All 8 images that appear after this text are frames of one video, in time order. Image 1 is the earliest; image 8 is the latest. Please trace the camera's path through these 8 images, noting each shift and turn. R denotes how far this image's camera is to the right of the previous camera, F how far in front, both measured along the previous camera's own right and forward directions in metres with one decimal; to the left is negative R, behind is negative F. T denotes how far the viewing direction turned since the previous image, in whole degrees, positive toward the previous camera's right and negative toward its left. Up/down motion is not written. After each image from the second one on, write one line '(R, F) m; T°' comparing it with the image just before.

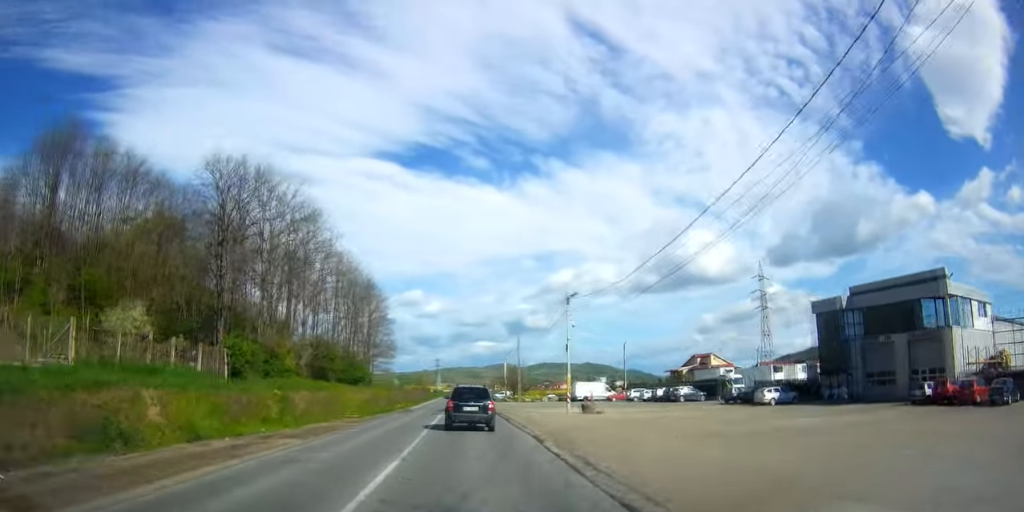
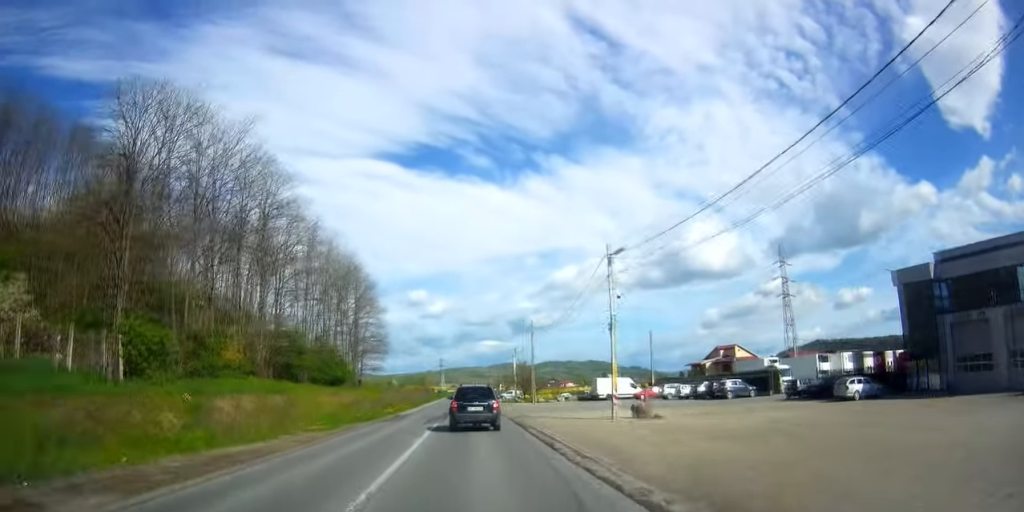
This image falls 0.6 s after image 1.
(-0.3, +11.8) m; -1°
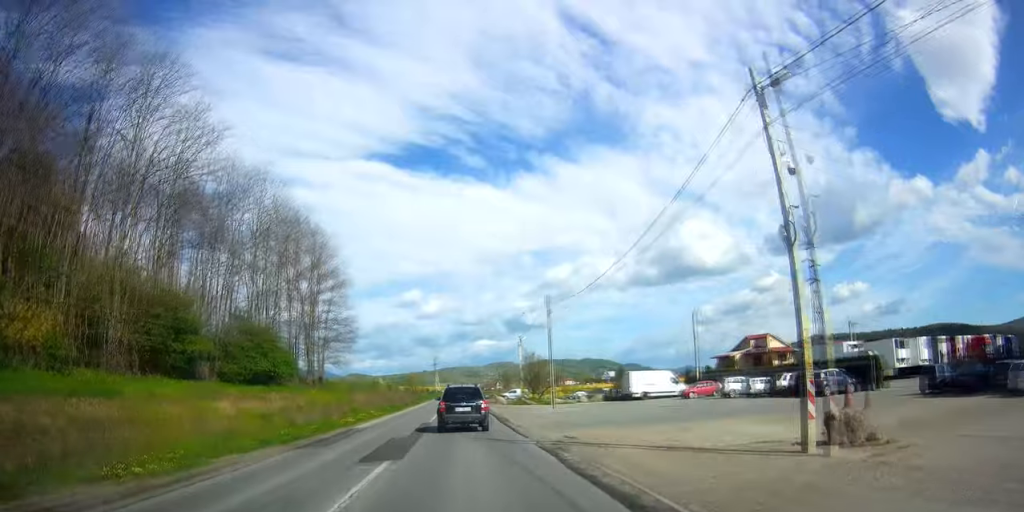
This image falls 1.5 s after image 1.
(0.0, +17.9) m; 0°
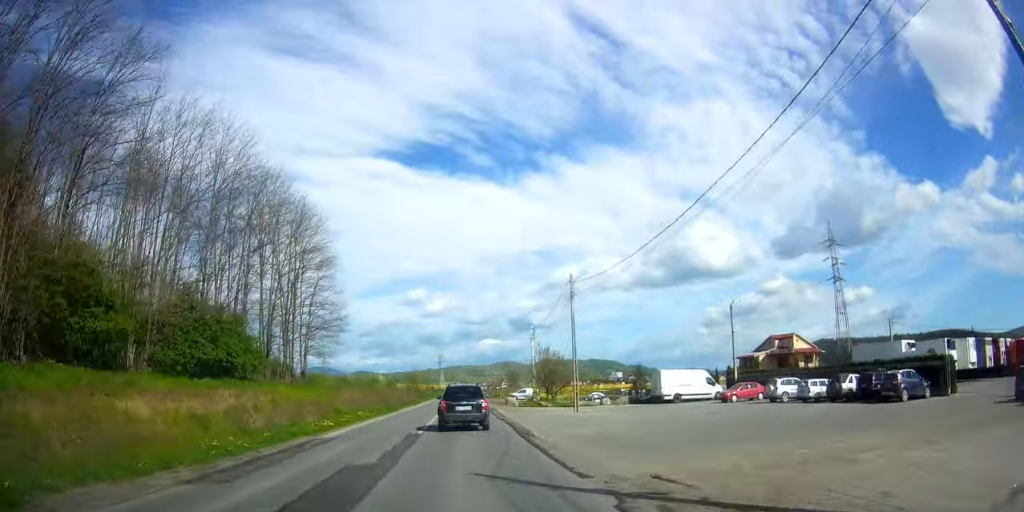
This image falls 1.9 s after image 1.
(0.0, +8.2) m; -1°
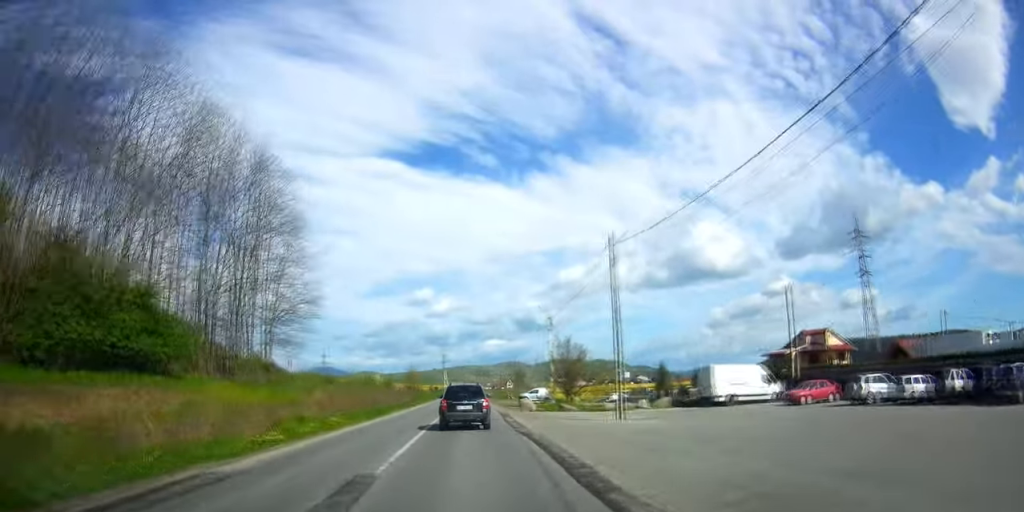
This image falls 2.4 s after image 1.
(+0.2, +10.7) m; -1°
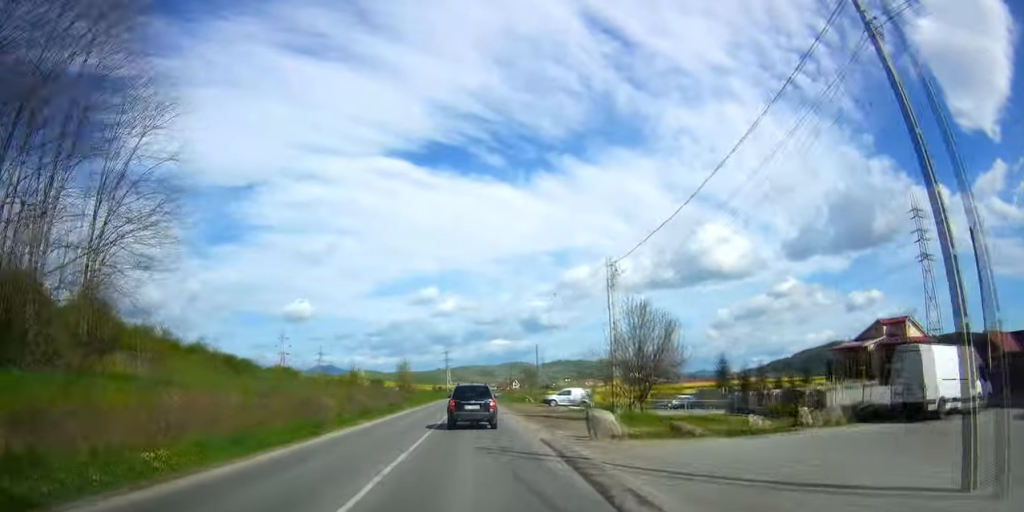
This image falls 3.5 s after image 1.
(-0.7, +21.8) m; -3°
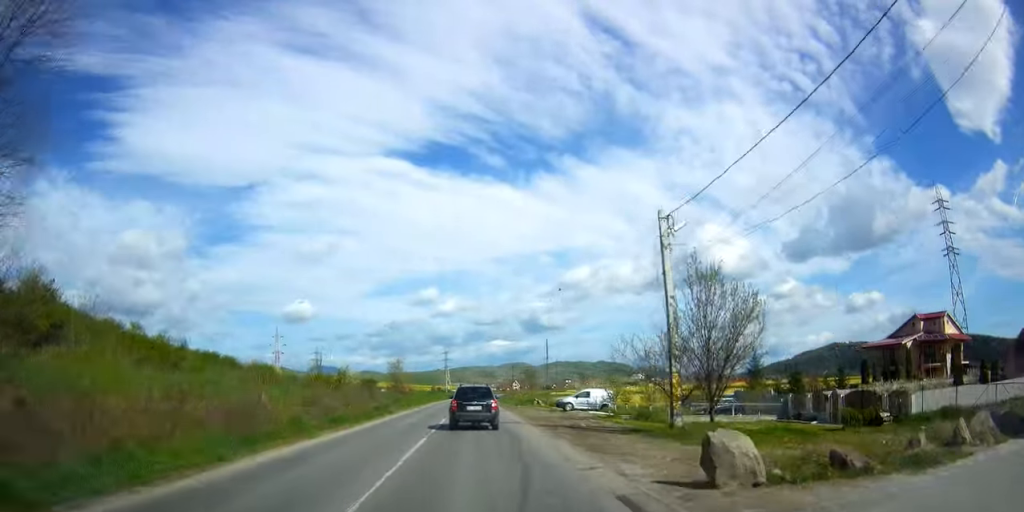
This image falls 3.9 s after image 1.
(-0.1, +8.7) m; 0°
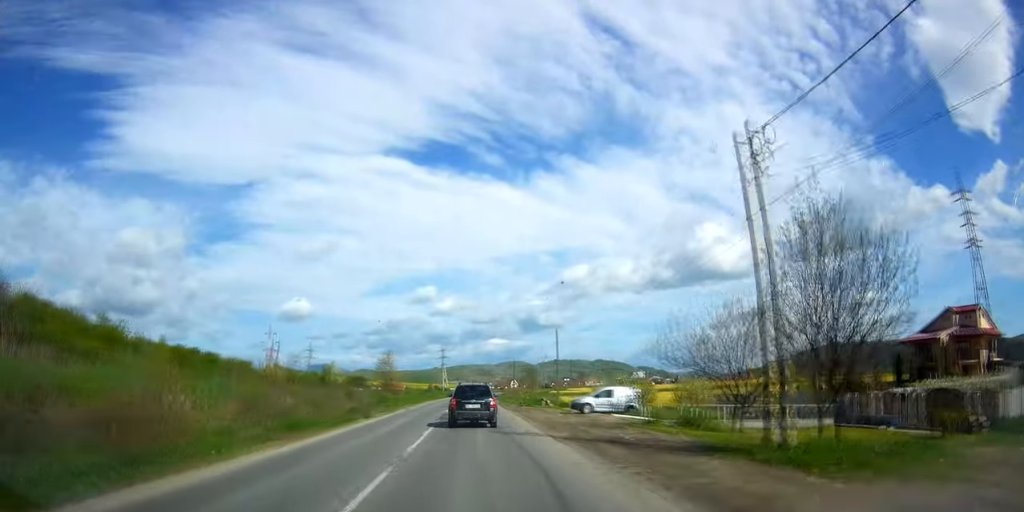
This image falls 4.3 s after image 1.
(-0.2, +7.9) m; 0°
